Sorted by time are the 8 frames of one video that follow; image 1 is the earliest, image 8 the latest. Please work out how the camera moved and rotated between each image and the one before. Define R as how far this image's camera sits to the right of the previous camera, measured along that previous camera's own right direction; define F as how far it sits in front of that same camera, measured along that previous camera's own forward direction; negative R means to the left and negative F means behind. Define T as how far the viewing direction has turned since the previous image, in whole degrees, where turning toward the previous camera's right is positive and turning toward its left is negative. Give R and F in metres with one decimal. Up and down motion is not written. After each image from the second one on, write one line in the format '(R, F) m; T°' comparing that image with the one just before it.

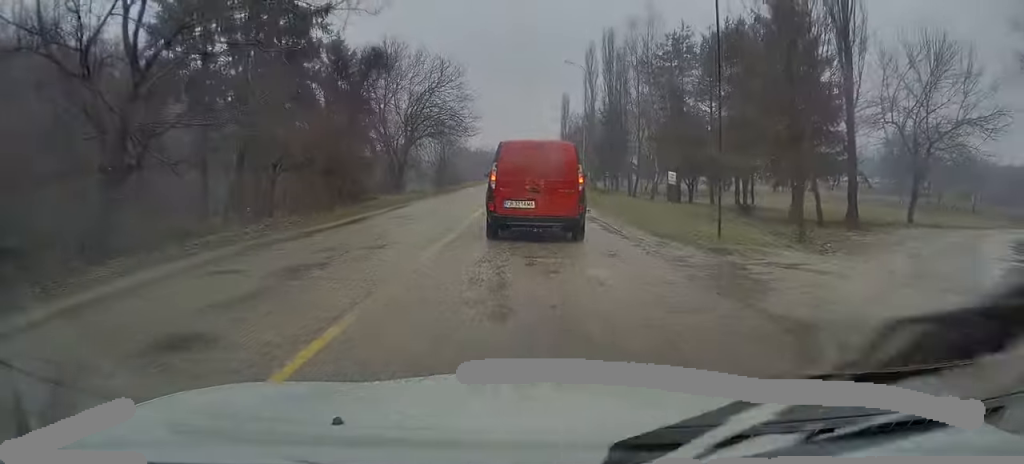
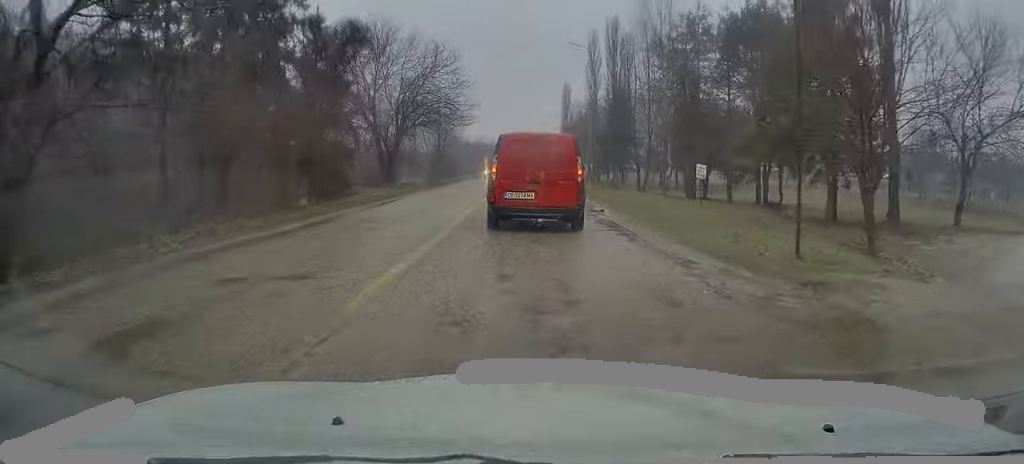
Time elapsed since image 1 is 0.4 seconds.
(+0.1, +4.0) m; 0°
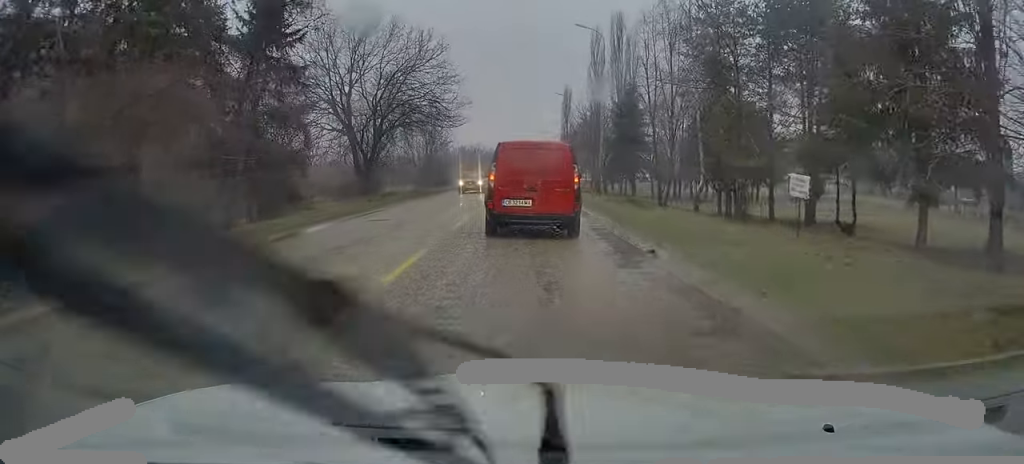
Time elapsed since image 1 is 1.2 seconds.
(+0.1, +7.4) m; 0°
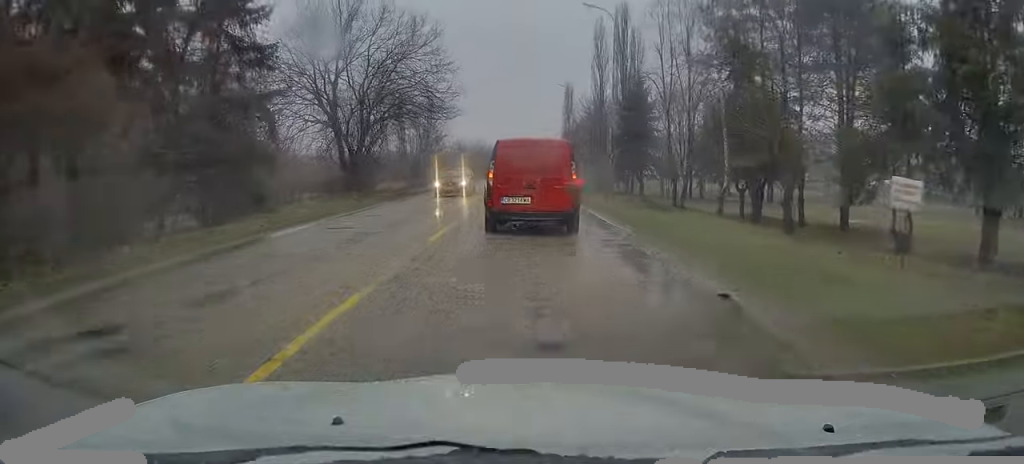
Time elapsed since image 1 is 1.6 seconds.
(0.0, +3.8) m; -1°
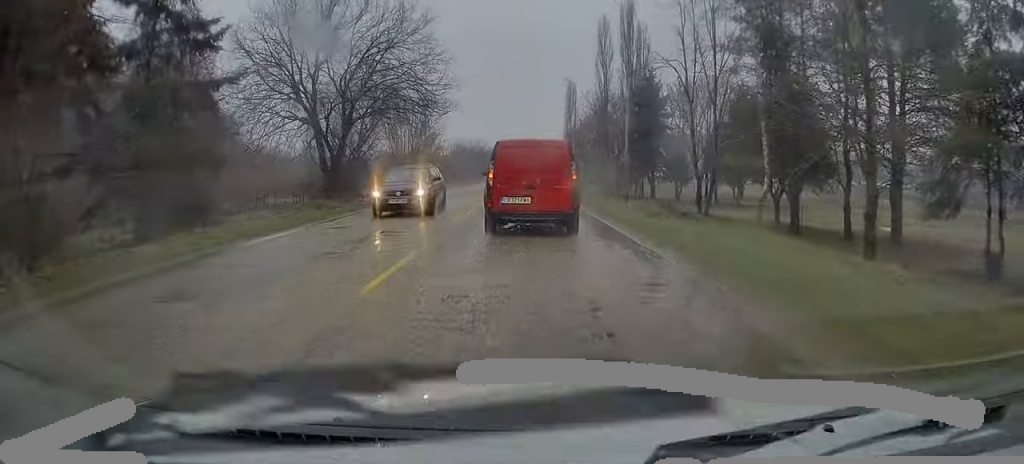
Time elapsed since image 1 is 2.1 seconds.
(0.0, +4.5) m; -1°
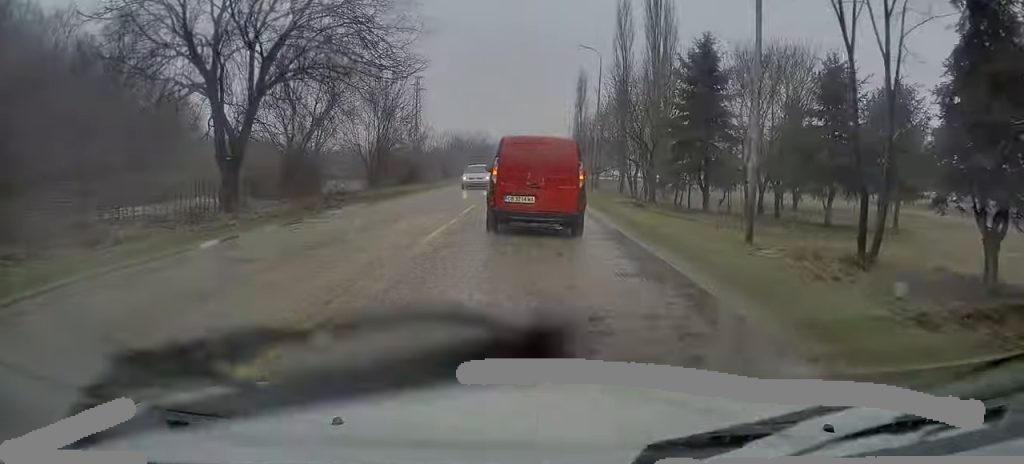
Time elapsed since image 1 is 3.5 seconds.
(-0.1, +14.1) m; 0°
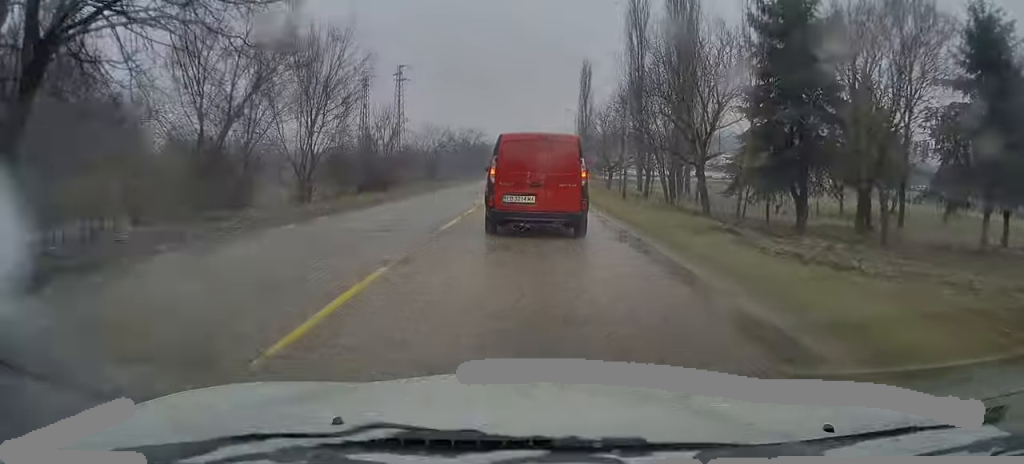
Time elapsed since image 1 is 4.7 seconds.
(+0.1, +12.7) m; 0°
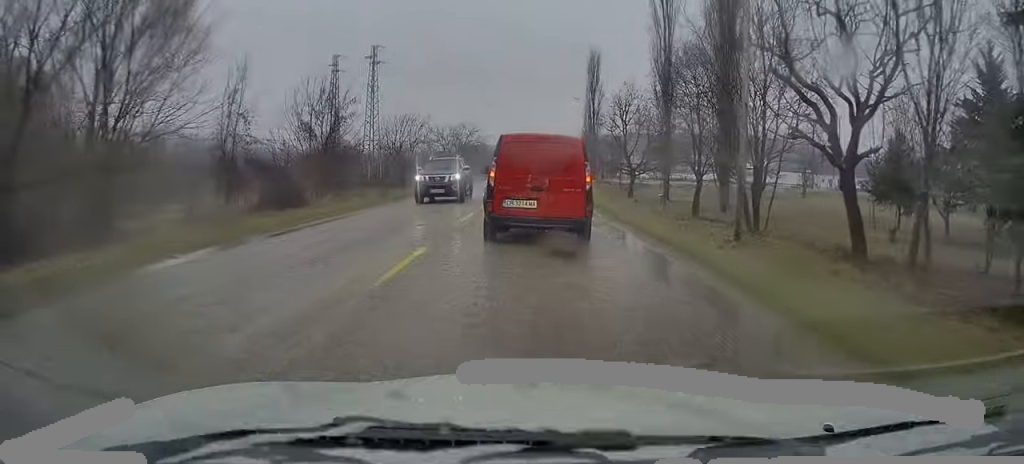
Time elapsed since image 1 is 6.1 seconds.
(-0.2, +14.5) m; 0°
